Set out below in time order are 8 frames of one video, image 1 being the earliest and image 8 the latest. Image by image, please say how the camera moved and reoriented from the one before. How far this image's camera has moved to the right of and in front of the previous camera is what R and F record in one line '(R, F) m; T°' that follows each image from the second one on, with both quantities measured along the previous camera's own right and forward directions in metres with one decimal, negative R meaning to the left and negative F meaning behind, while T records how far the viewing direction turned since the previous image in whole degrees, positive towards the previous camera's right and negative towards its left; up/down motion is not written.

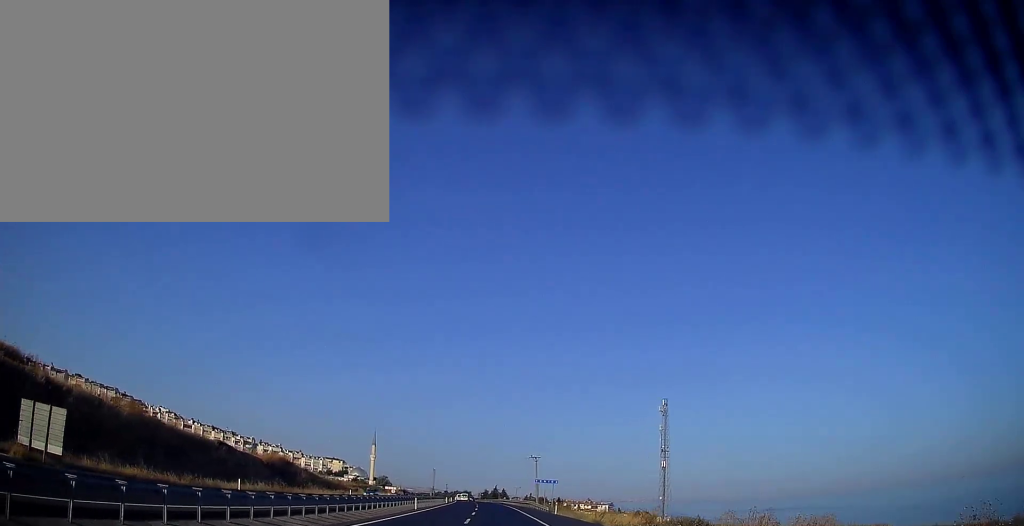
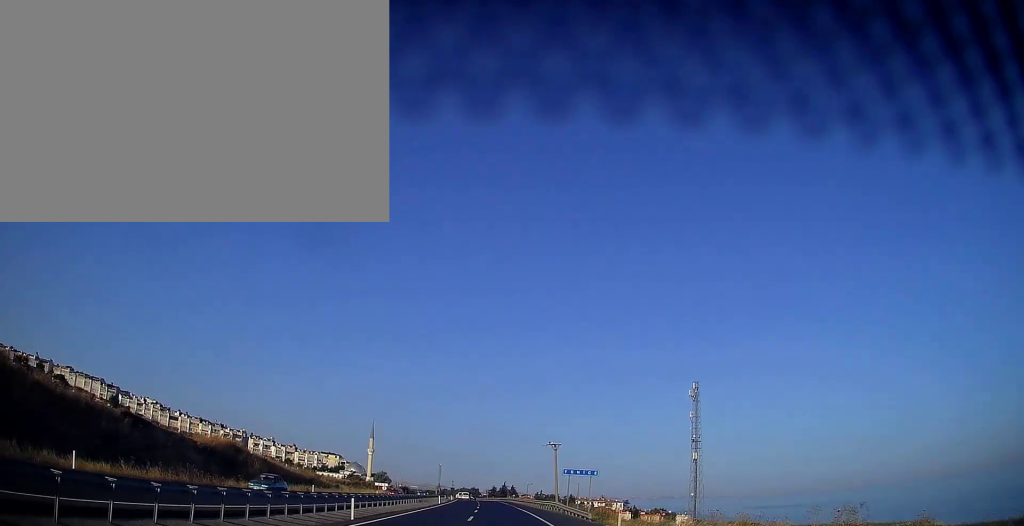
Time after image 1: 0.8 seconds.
(-0.2, +22.7) m; 0°
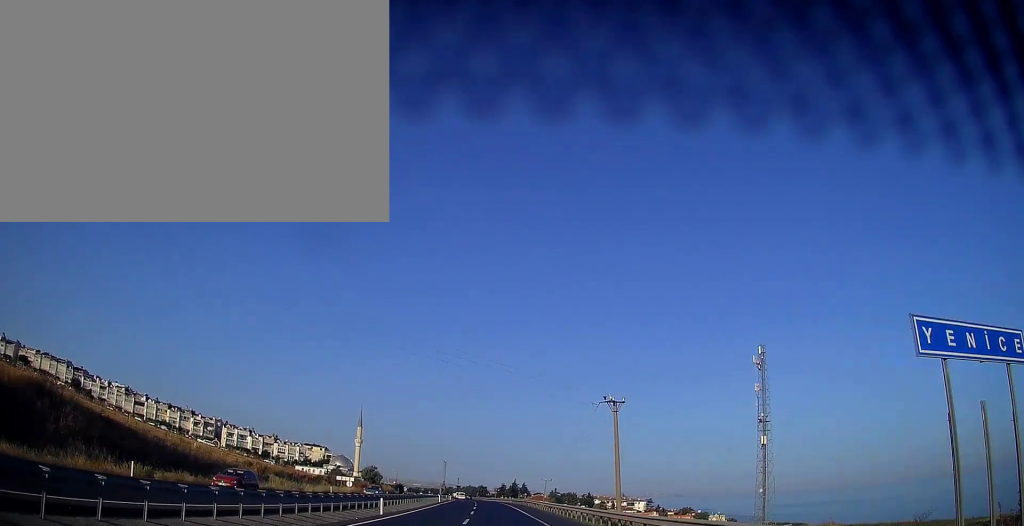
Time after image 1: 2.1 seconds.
(+0.3, +39.6) m; -1°
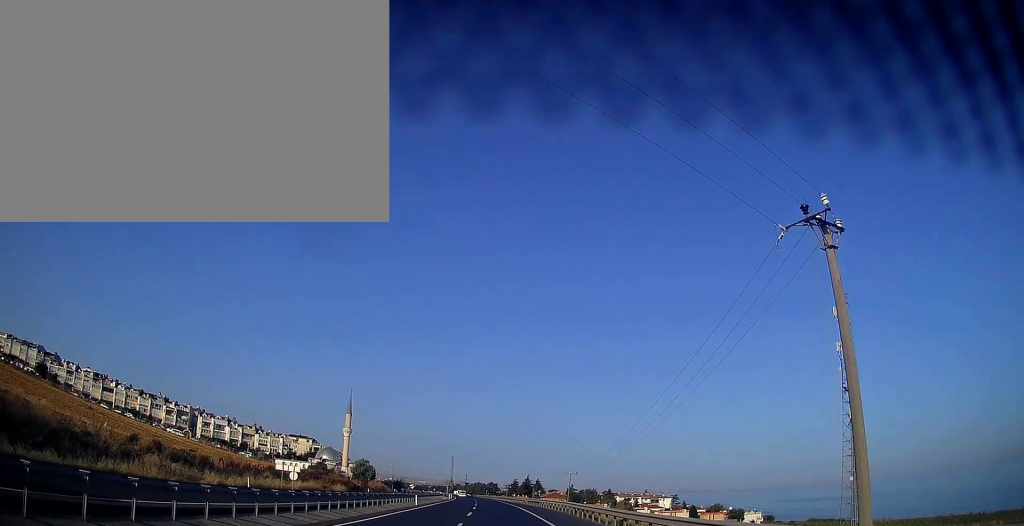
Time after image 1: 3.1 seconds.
(-0.8, +29.7) m; -1°
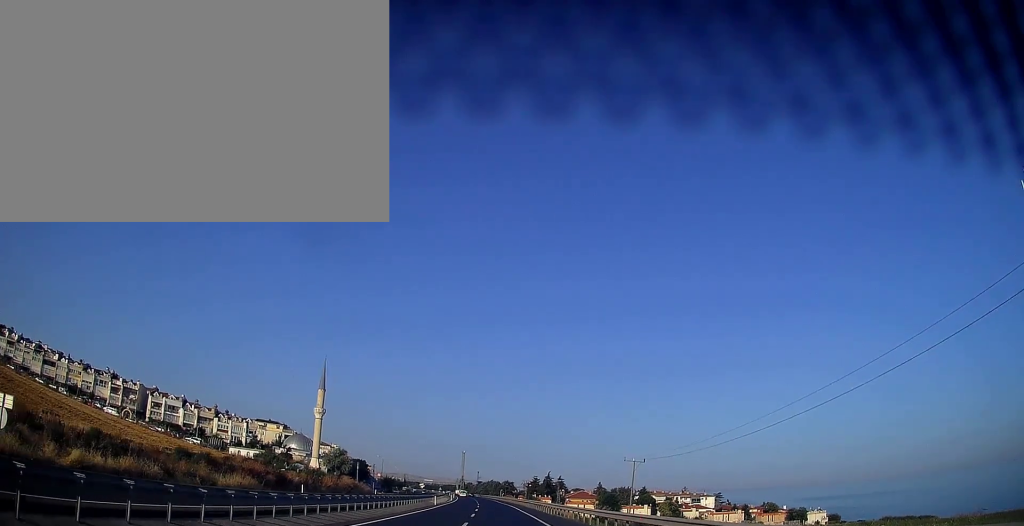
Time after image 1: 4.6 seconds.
(-0.3, +45.5) m; -2°
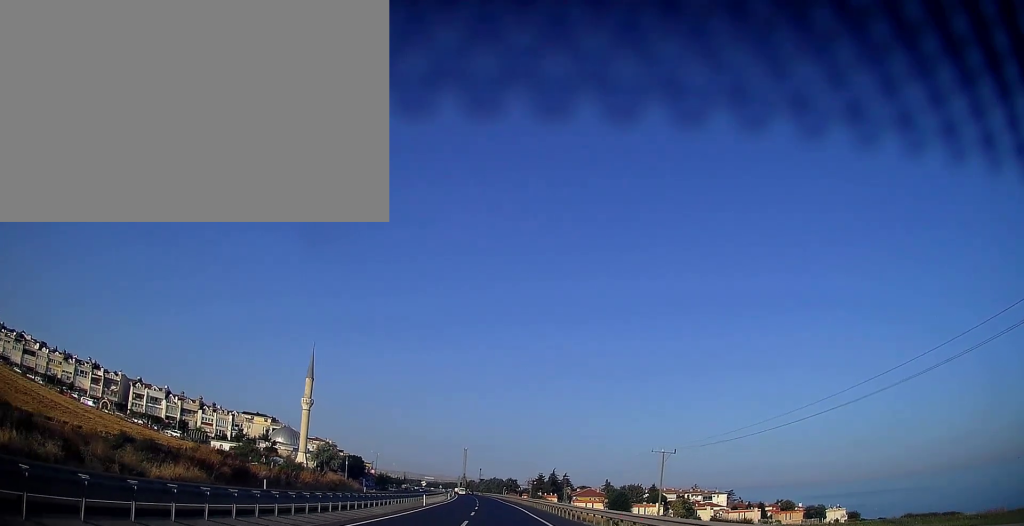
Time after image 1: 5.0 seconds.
(-0.2, +11.9) m; -1°
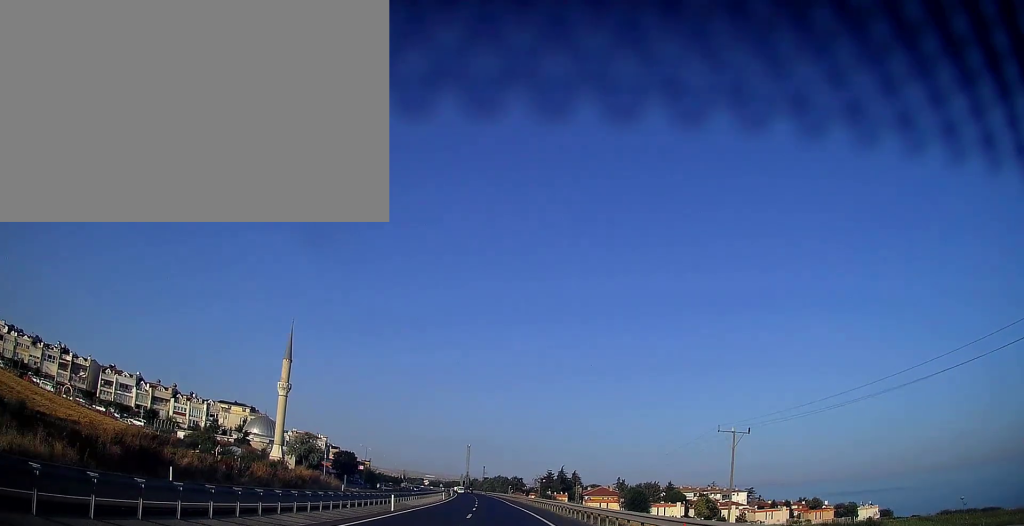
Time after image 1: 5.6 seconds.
(-0.1, +16.8) m; 0°
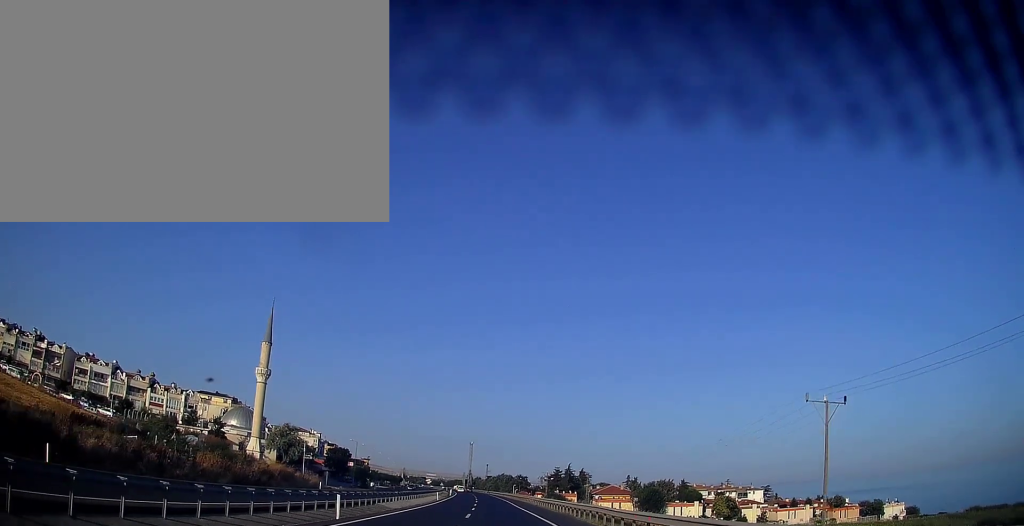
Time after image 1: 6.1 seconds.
(0.0, +13.8) m; 0°
